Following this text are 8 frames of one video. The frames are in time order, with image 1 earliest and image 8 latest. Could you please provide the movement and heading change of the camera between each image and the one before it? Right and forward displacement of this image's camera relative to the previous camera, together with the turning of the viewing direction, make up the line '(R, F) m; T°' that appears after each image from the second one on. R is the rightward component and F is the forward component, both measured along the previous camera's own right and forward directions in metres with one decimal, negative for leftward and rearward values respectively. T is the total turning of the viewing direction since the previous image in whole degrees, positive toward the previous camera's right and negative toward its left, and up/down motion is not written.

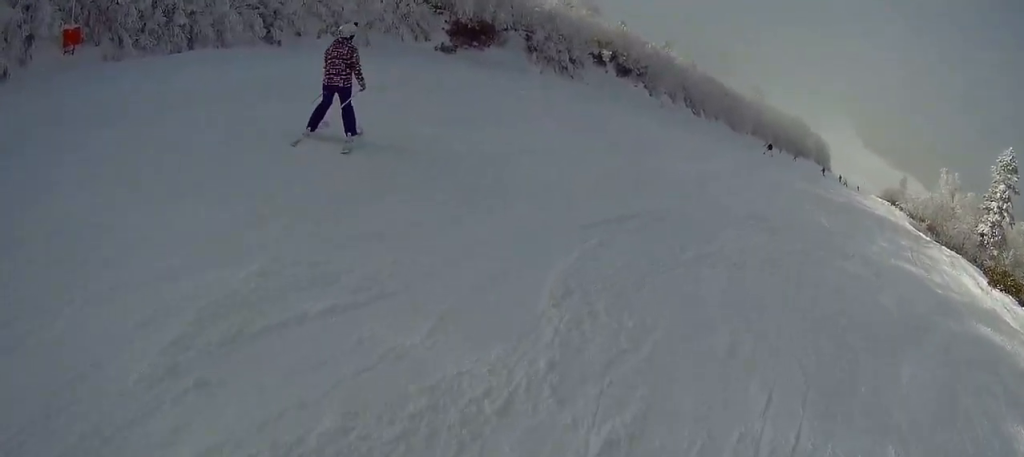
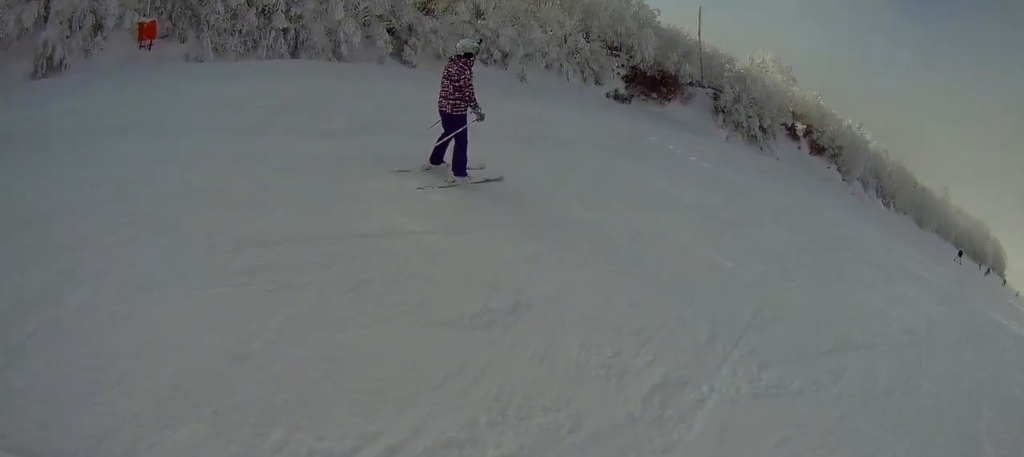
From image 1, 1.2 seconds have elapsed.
(-0.4, +4.8) m; -12°
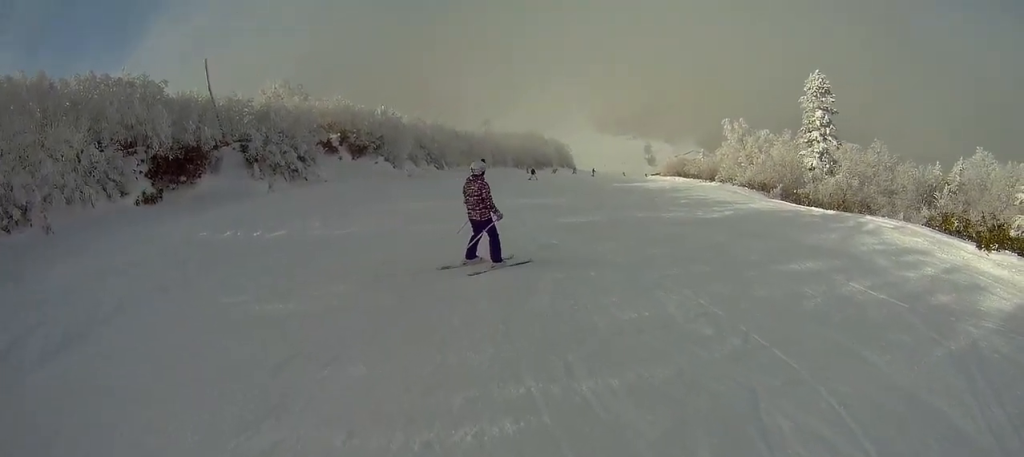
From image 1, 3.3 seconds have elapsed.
(+0.5, +6.6) m; +25°
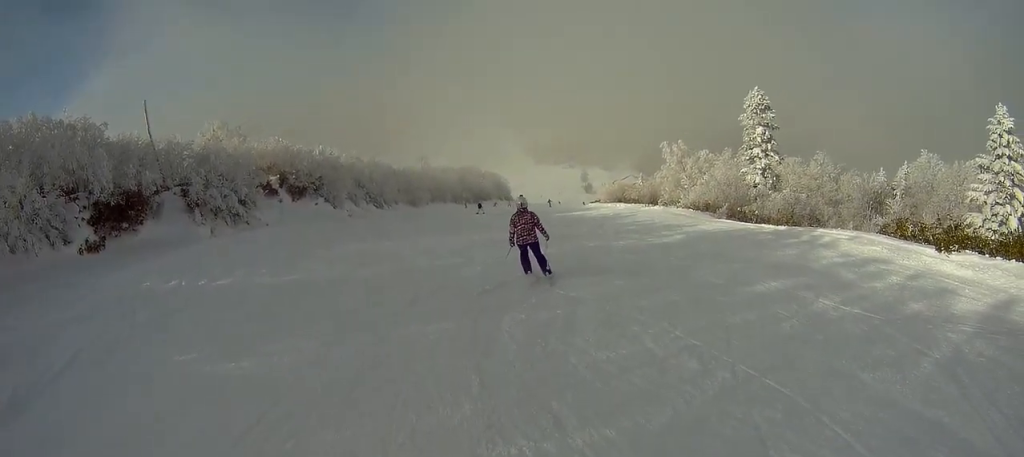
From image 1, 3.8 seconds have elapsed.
(+0.3, +2.0) m; +9°
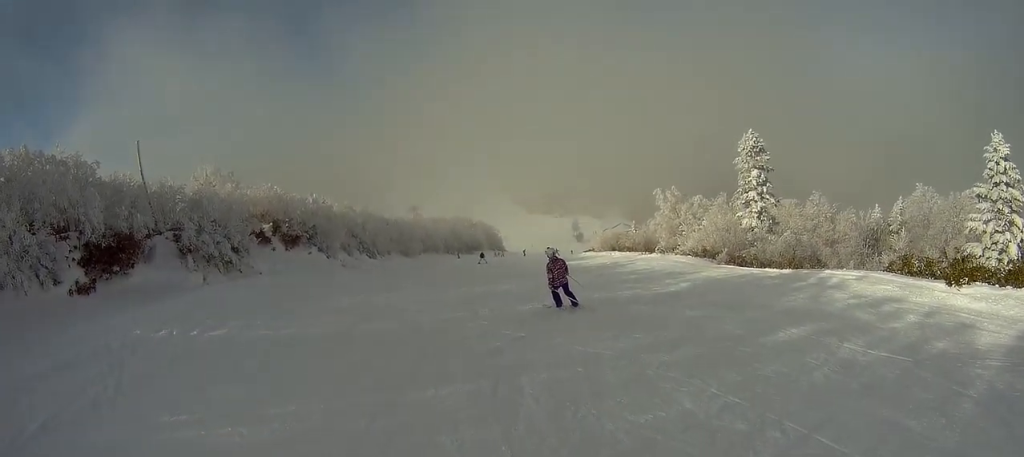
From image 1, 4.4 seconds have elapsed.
(0.0, +2.2) m; 0°
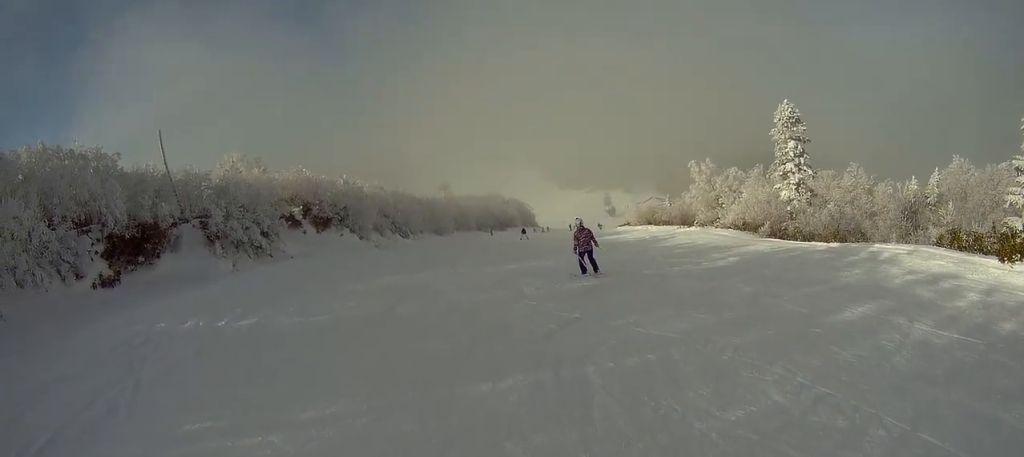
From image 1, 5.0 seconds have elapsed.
(0.0, +2.3) m; 0°
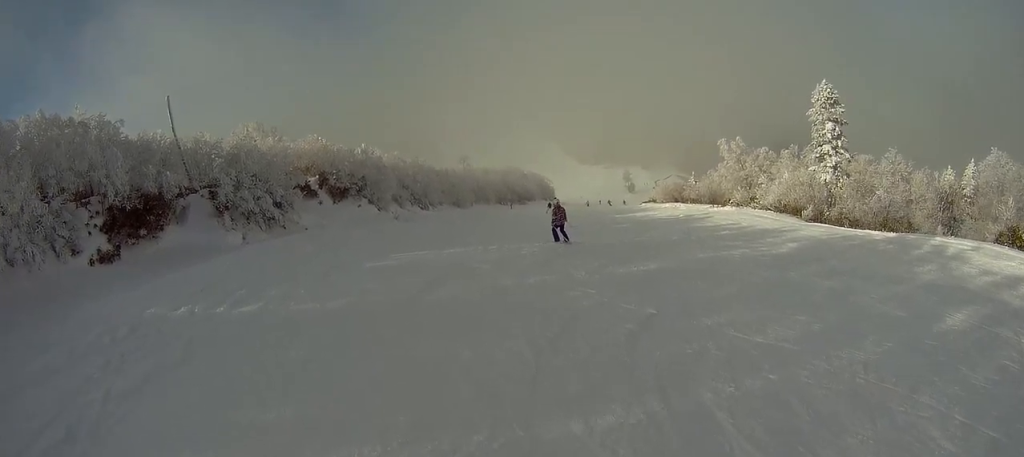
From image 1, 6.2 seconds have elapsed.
(-0.1, +5.0) m; -6°
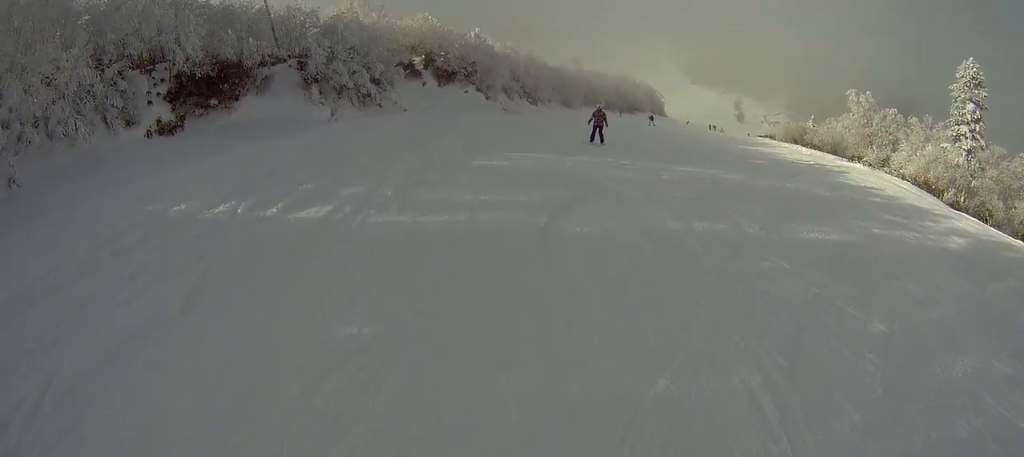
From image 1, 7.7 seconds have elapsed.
(-1.0, +7.2) m; -13°
